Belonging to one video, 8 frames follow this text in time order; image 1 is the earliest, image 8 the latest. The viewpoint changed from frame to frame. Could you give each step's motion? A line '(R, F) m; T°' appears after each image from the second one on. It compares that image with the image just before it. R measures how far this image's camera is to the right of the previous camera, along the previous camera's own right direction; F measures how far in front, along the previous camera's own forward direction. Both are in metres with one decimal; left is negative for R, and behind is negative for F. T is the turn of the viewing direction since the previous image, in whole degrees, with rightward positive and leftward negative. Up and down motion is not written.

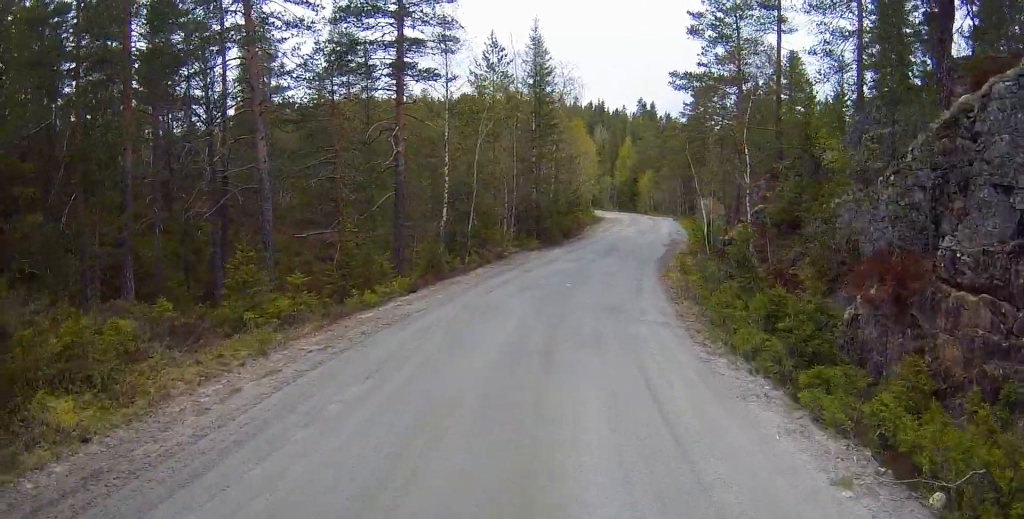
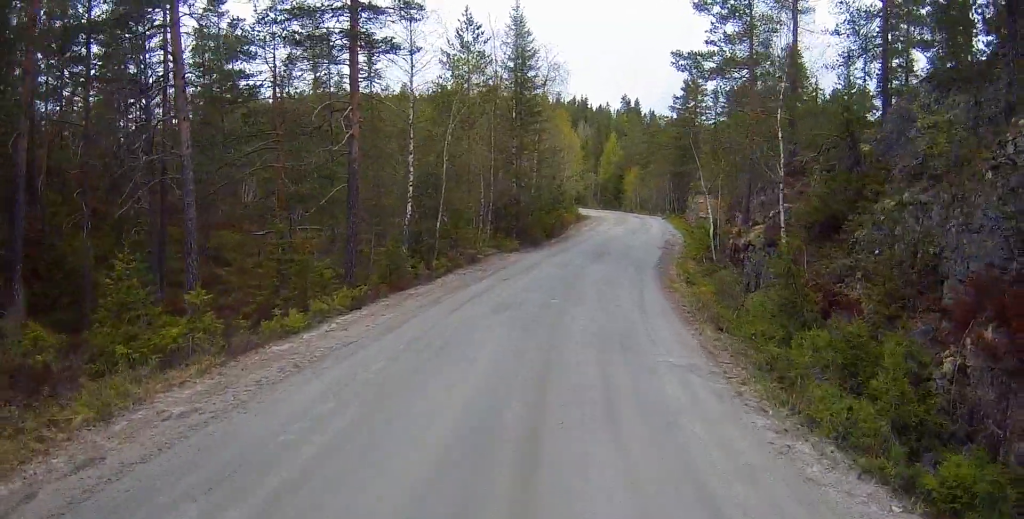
(+0.1, +3.5) m; +2°
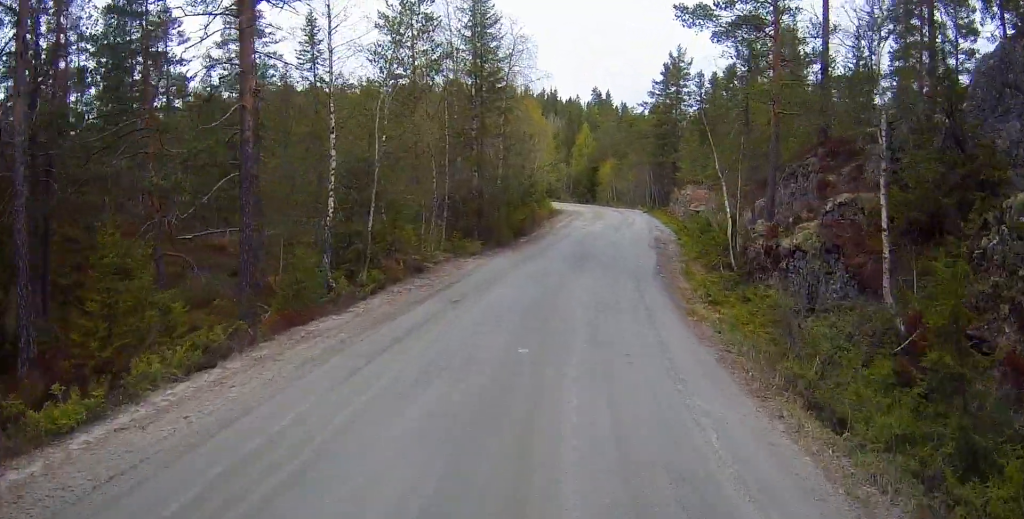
(+0.1, +5.3) m; +4°
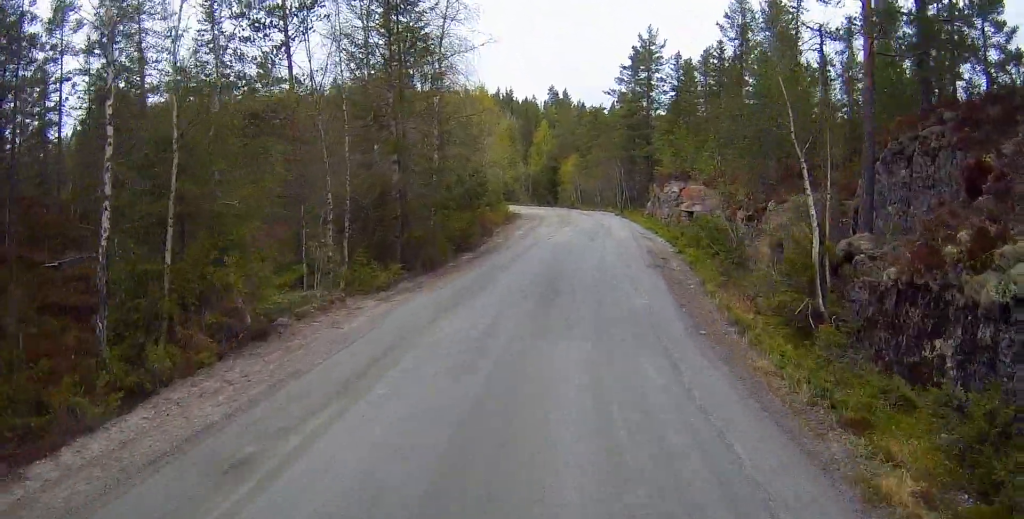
(+0.4, +7.6) m; +4°
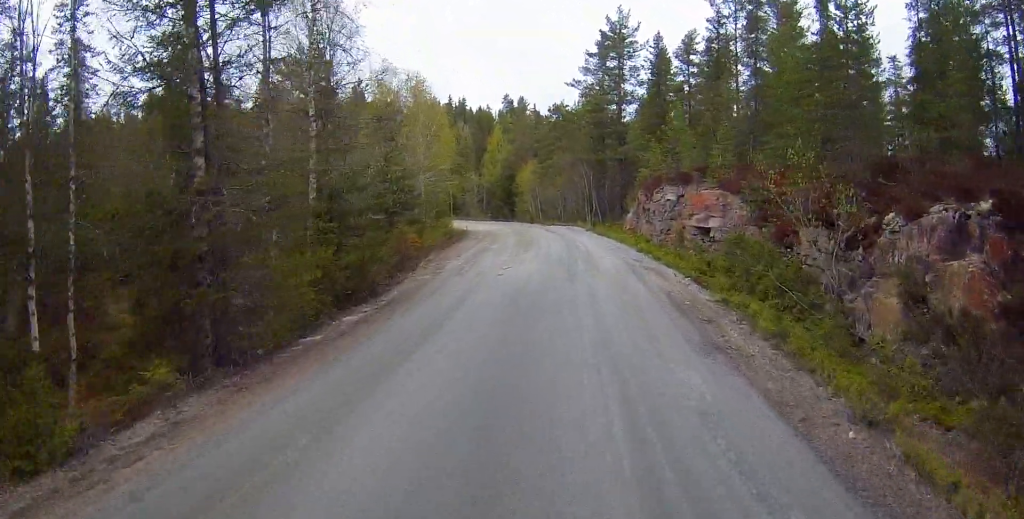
(+0.3, +8.7) m; +4°
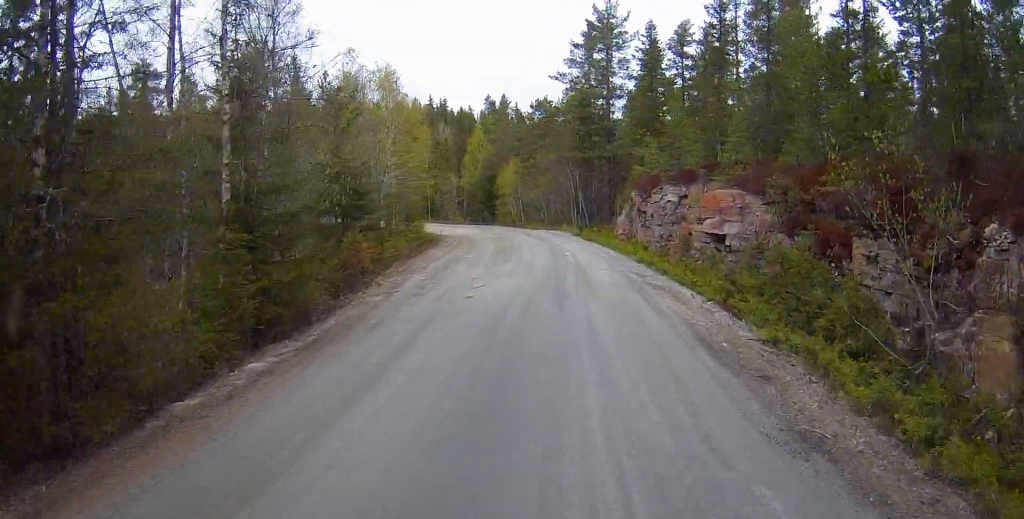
(+0.2, +3.4) m; +1°
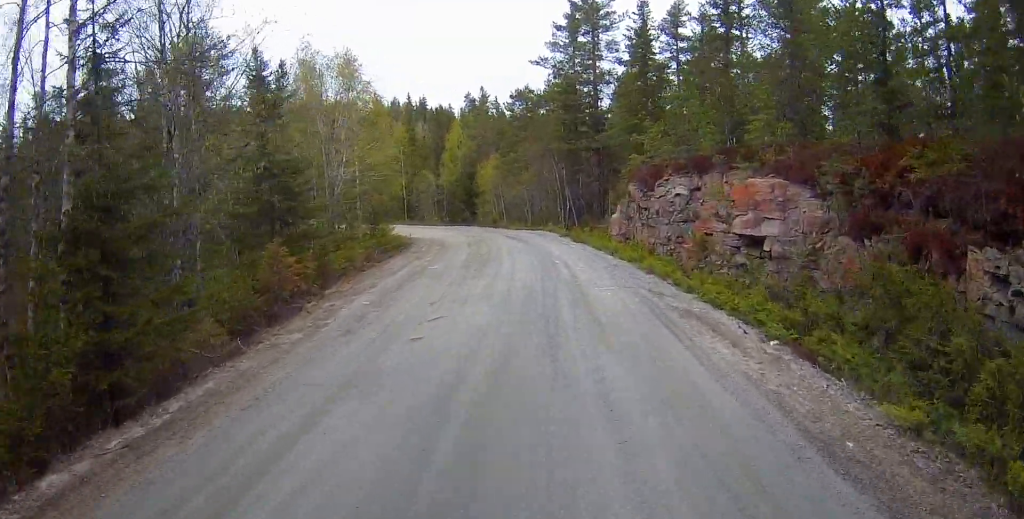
(0.0, +4.0) m; 0°
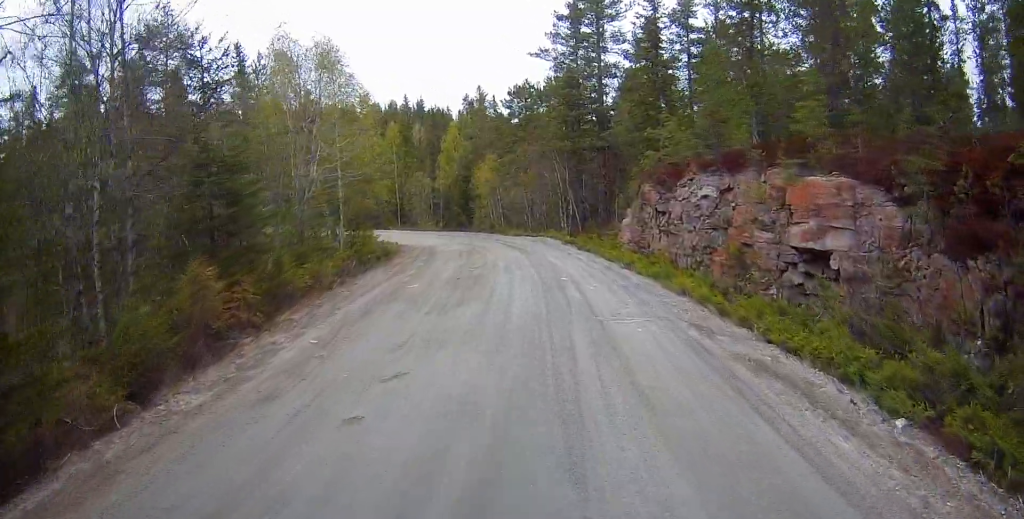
(-0.1, +3.1) m; 0°
